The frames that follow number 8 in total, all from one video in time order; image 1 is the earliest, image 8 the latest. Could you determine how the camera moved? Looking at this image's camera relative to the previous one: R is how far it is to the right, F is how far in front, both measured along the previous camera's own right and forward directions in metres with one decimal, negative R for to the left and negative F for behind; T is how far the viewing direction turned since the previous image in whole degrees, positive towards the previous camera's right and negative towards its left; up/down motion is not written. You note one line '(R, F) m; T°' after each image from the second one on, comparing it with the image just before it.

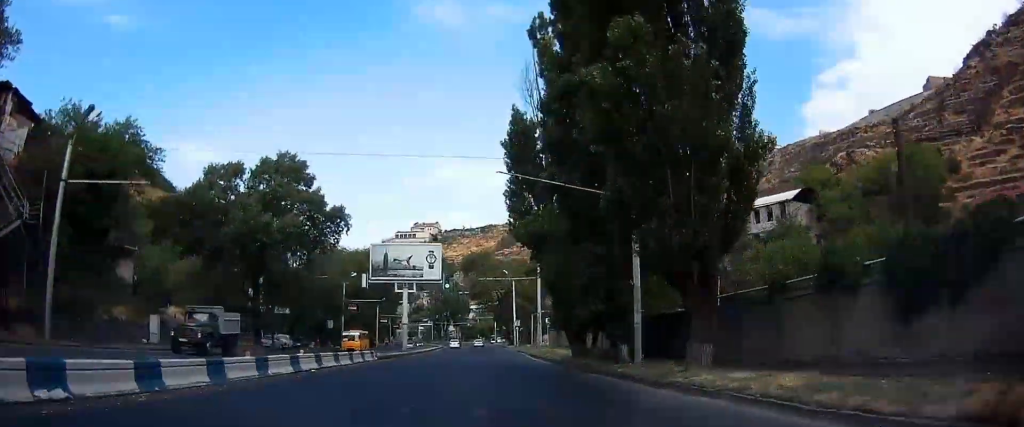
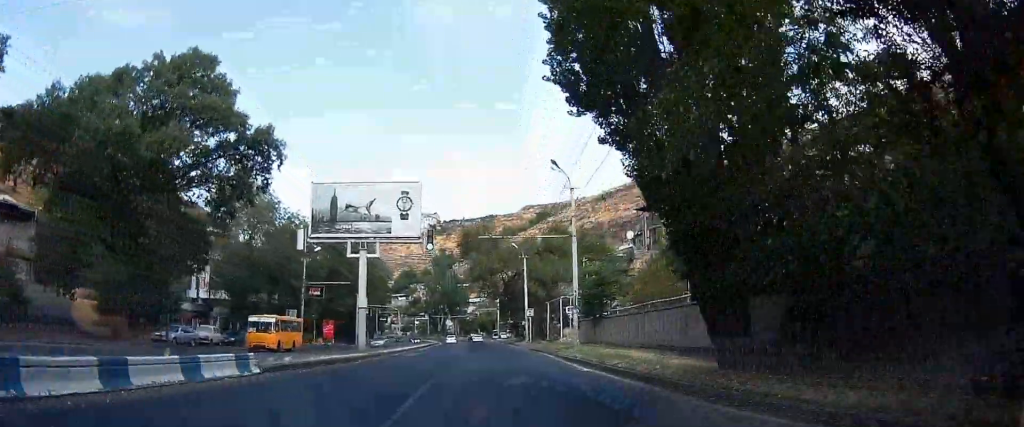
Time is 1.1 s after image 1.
(+0.5, +19.7) m; 0°
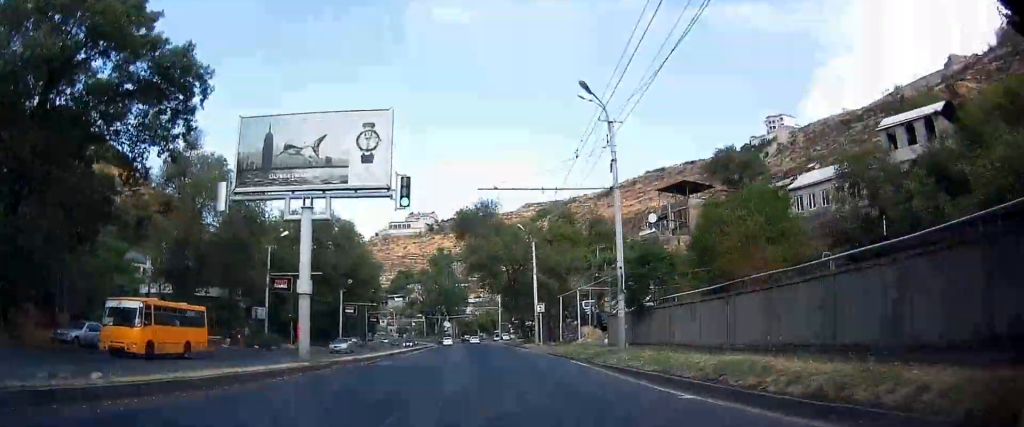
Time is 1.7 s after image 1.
(-0.2, +11.4) m; -1°
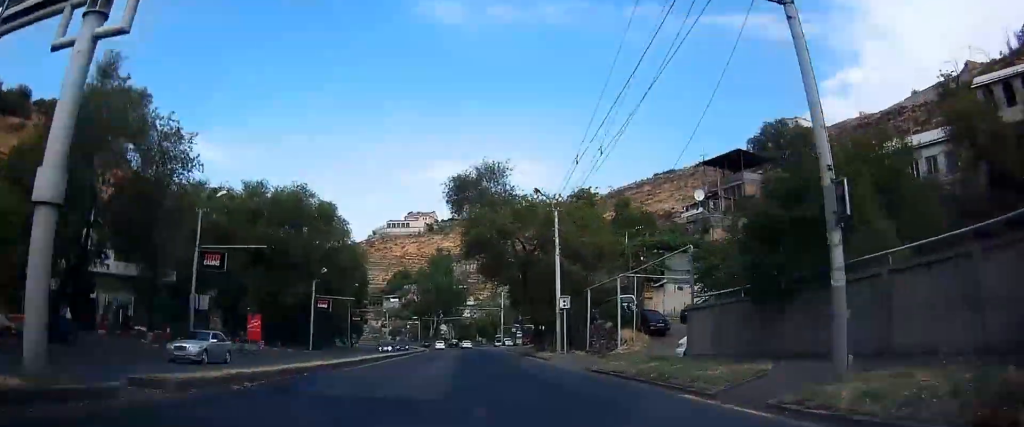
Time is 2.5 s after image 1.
(-0.3, +14.6) m; -1°
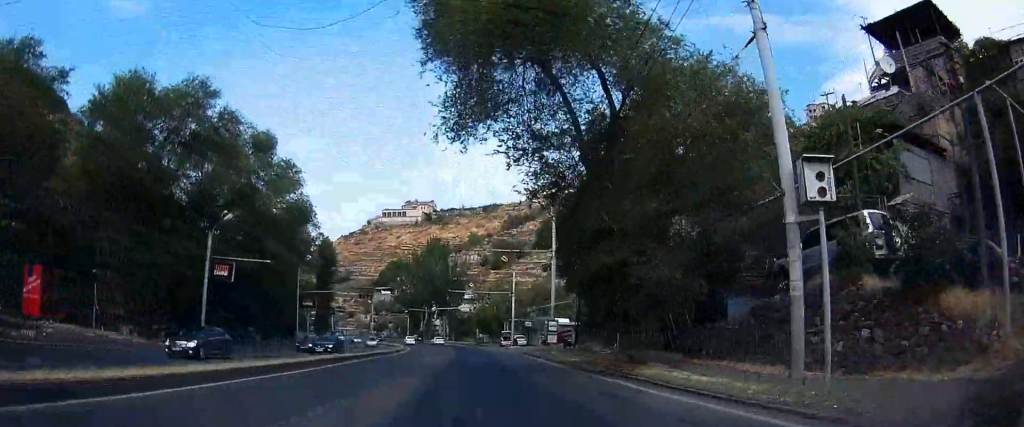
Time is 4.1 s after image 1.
(+0.4, +25.0) m; +1°
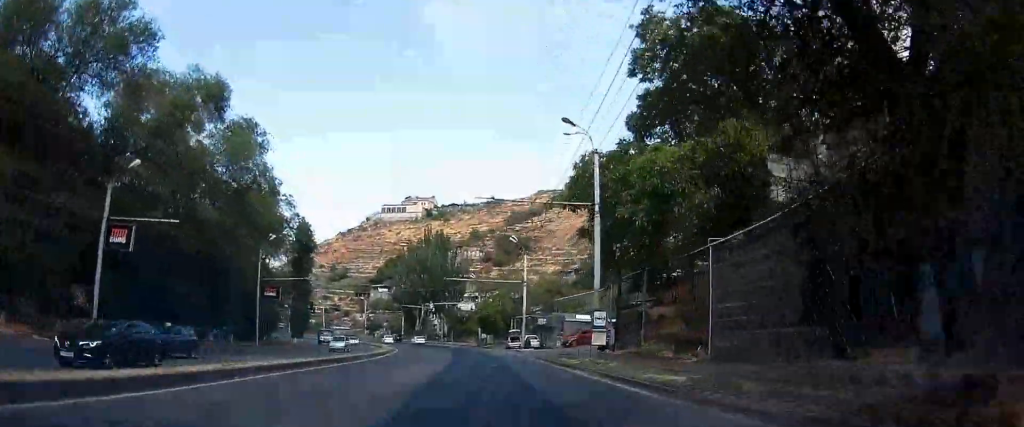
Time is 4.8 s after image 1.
(-0.1, +12.5) m; -1°
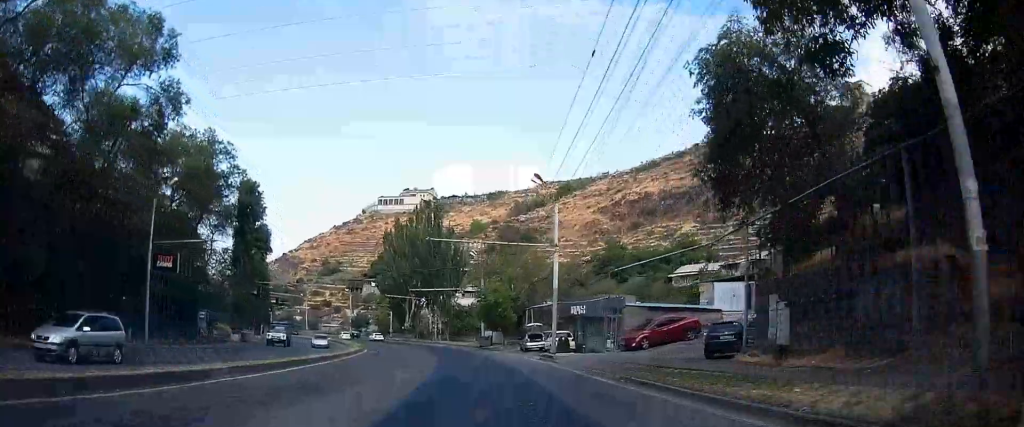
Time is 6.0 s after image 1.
(-0.2, +21.7) m; -1°
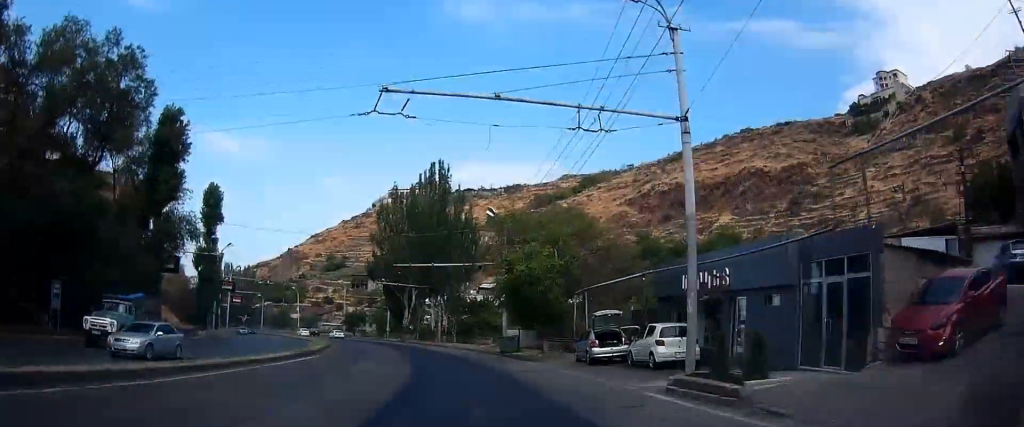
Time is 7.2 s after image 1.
(0.0, +21.6) m; 0°
